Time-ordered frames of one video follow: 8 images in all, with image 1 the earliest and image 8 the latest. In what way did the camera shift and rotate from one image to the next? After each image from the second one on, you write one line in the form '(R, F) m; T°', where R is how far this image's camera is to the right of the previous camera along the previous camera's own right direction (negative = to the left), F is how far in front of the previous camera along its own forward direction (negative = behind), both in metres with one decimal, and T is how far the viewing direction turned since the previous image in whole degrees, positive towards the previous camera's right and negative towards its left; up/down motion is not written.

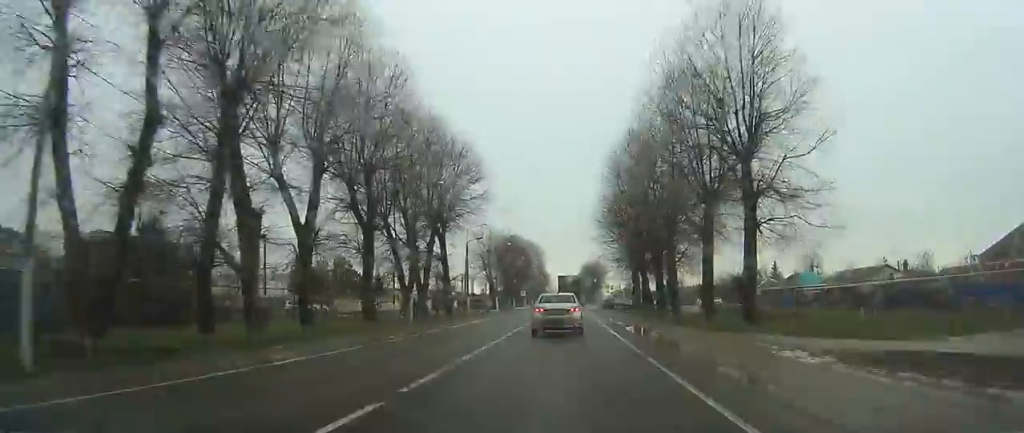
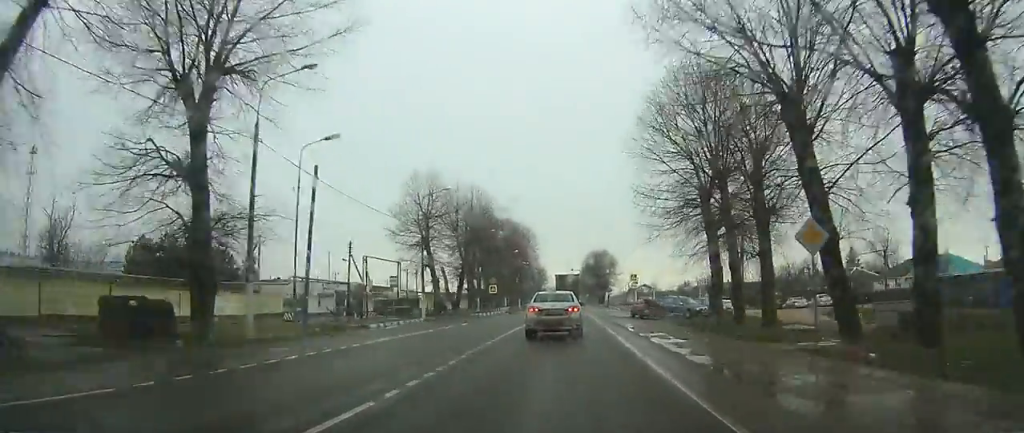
(-0.1, +44.6) m; 0°
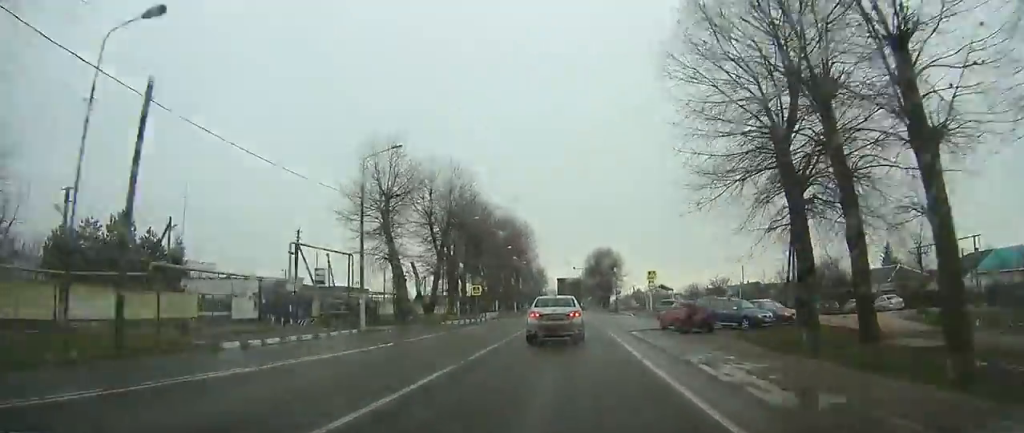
(0.0, +13.7) m; 0°
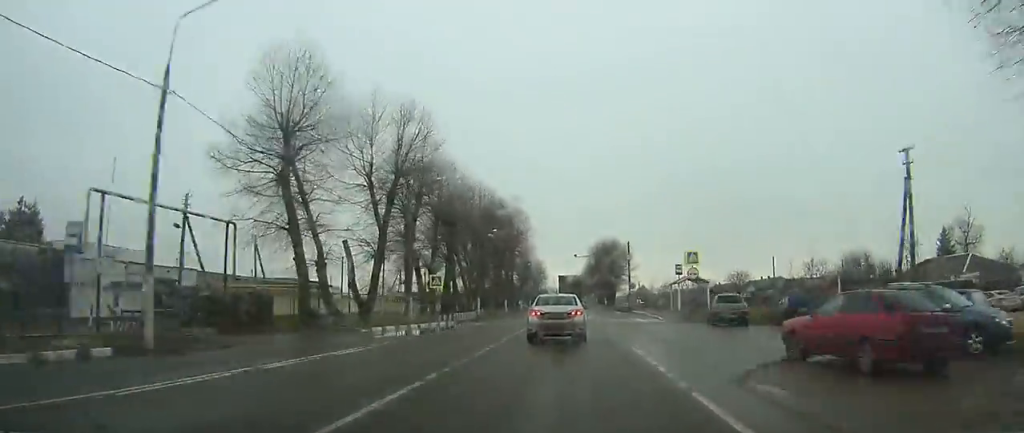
(0.0, +17.4) m; 0°
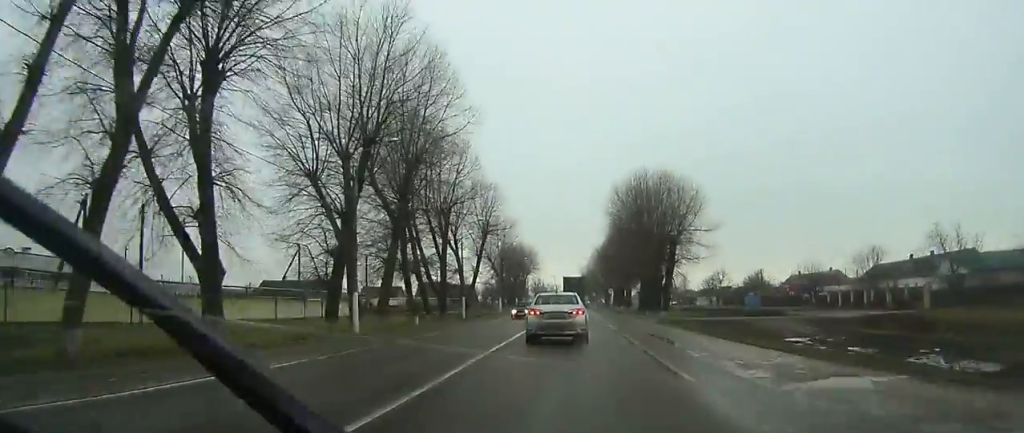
(-0.3, +69.7) m; -1°
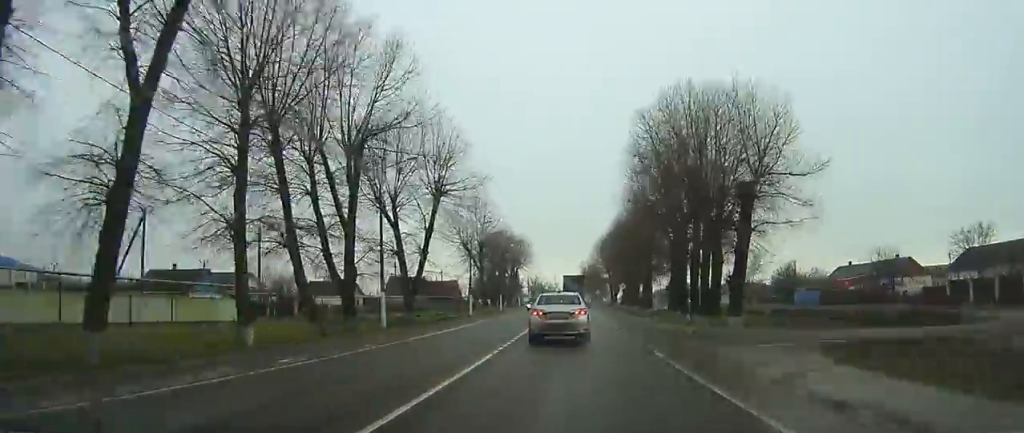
(+0.1, +25.1) m; +1°
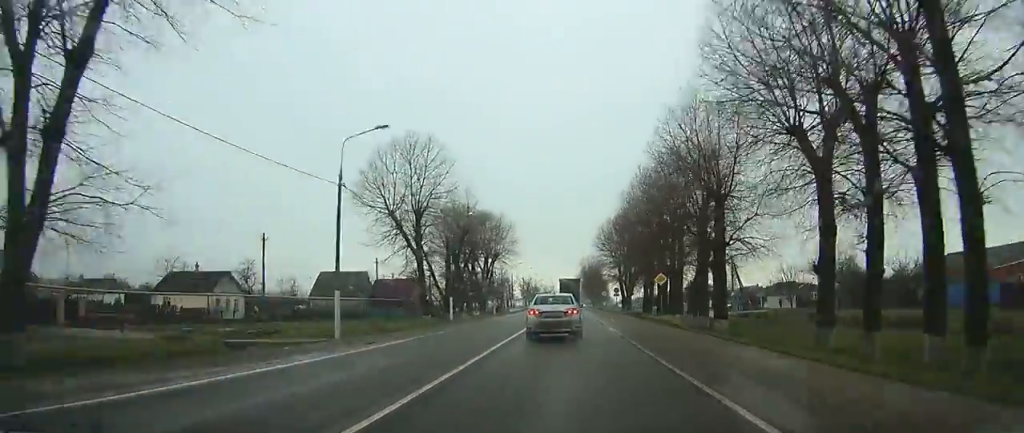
(+0.3, +36.0) m; +1°
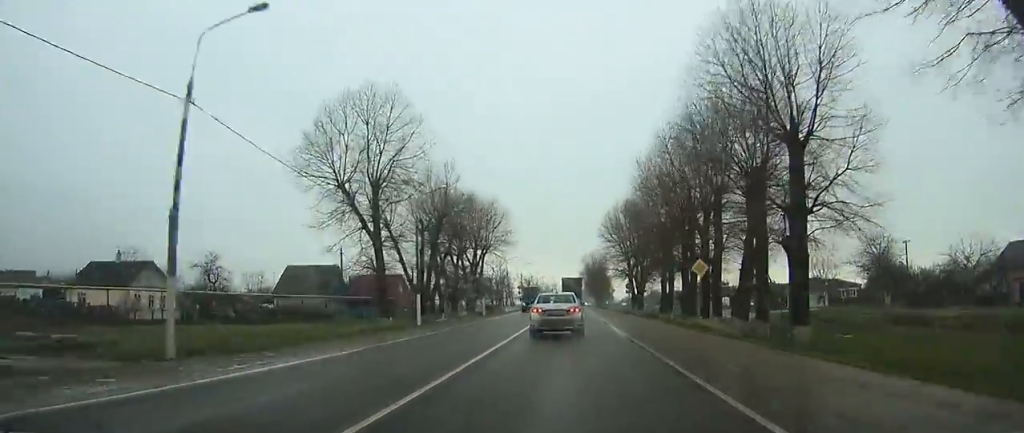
(0.0, +12.7) m; 0°
